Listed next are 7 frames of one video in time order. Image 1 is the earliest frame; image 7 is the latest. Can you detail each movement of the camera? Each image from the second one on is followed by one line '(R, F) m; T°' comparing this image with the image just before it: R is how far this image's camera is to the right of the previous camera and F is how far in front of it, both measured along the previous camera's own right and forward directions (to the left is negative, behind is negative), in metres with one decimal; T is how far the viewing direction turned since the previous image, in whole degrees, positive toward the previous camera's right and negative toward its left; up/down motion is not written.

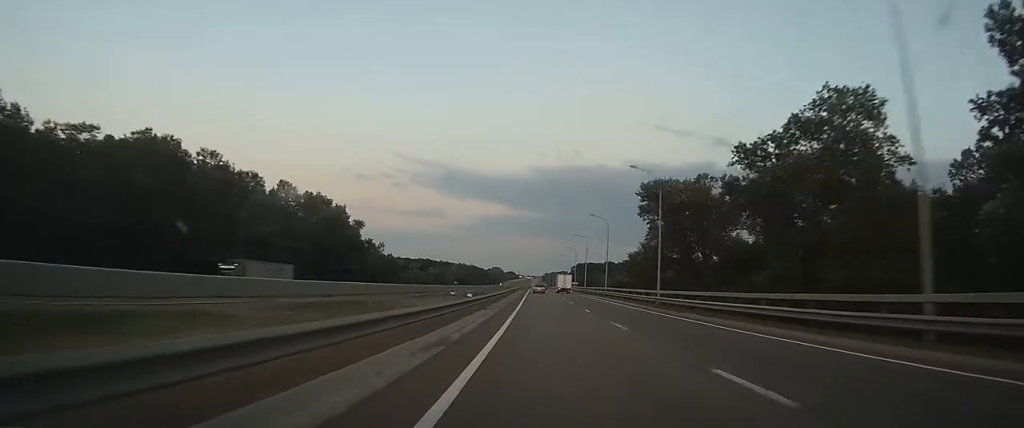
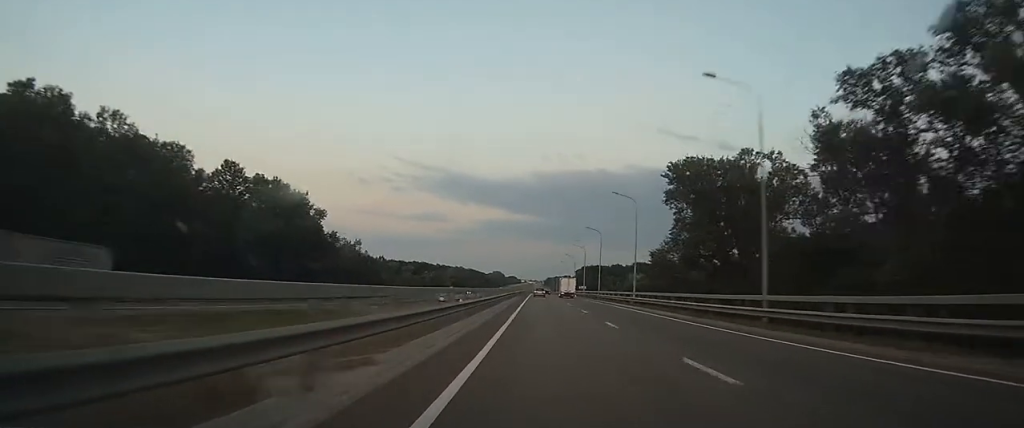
(0.0, +22.4) m; 0°
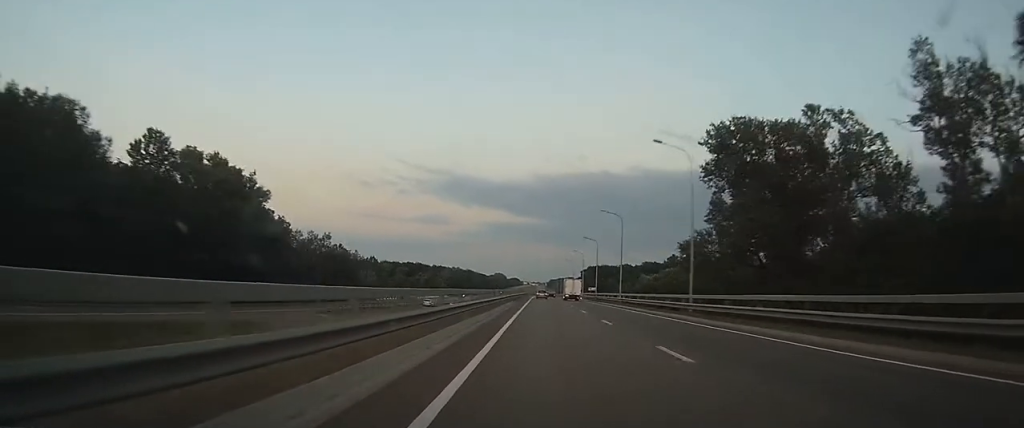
(+0.1, +21.4) m; 0°
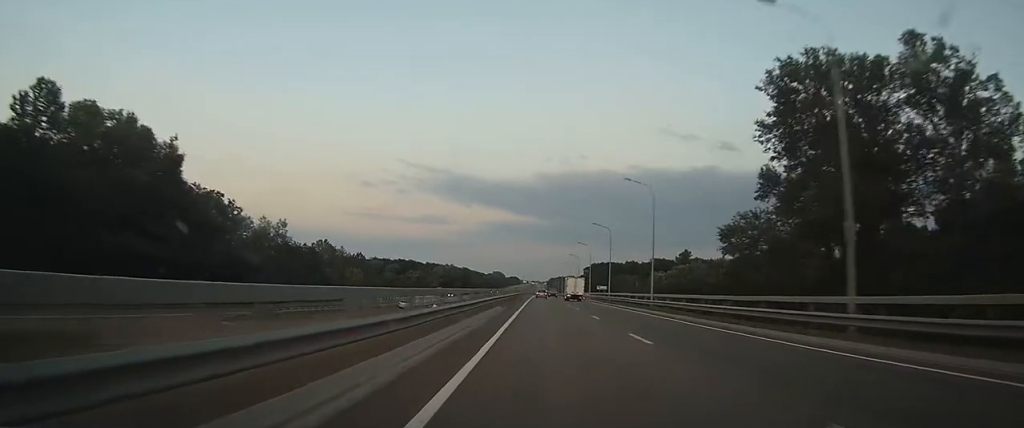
(-0.1, +20.3) m; 0°
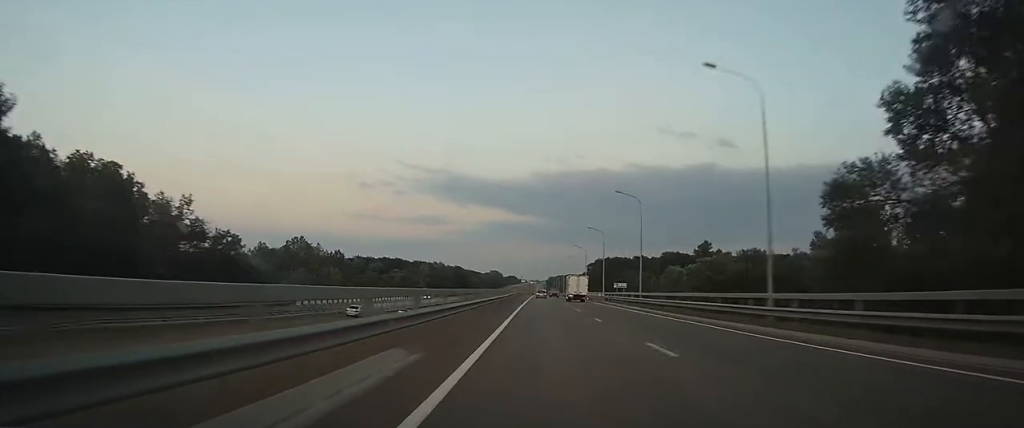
(-0.1, +27.1) m; 0°
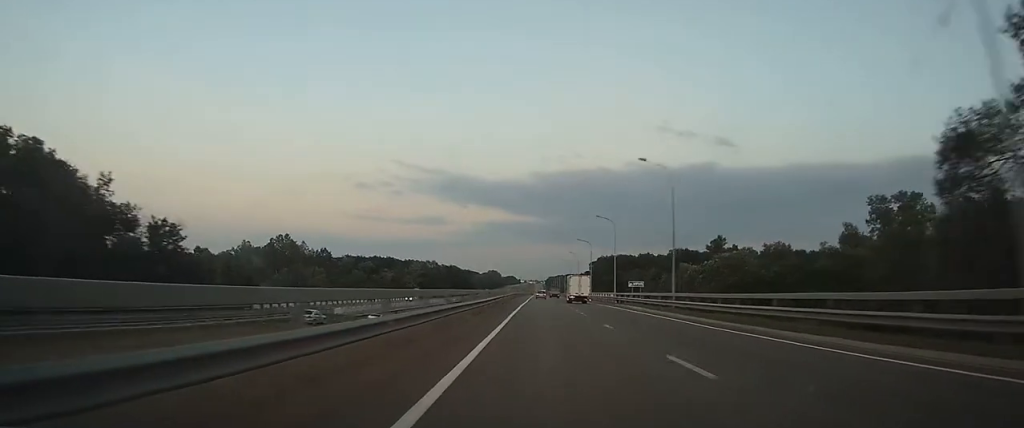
(0.0, +14.7) m; 0°
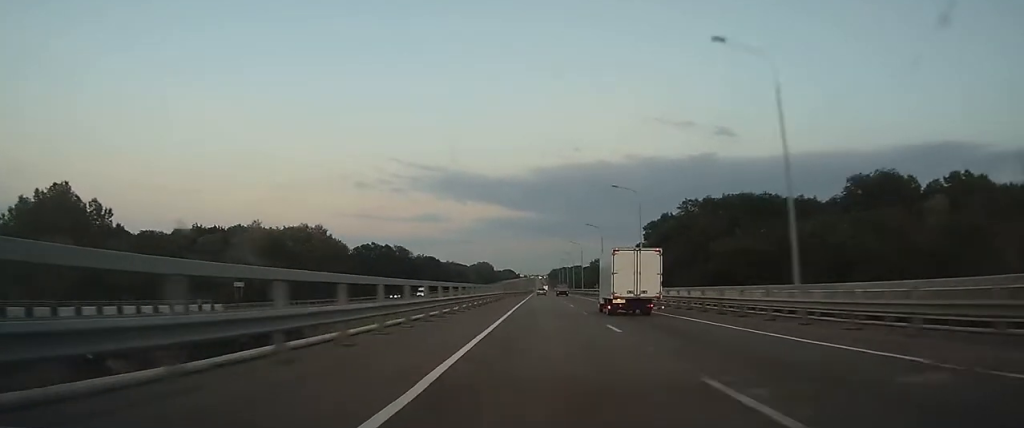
(+0.2, +123.9) m; 0°
